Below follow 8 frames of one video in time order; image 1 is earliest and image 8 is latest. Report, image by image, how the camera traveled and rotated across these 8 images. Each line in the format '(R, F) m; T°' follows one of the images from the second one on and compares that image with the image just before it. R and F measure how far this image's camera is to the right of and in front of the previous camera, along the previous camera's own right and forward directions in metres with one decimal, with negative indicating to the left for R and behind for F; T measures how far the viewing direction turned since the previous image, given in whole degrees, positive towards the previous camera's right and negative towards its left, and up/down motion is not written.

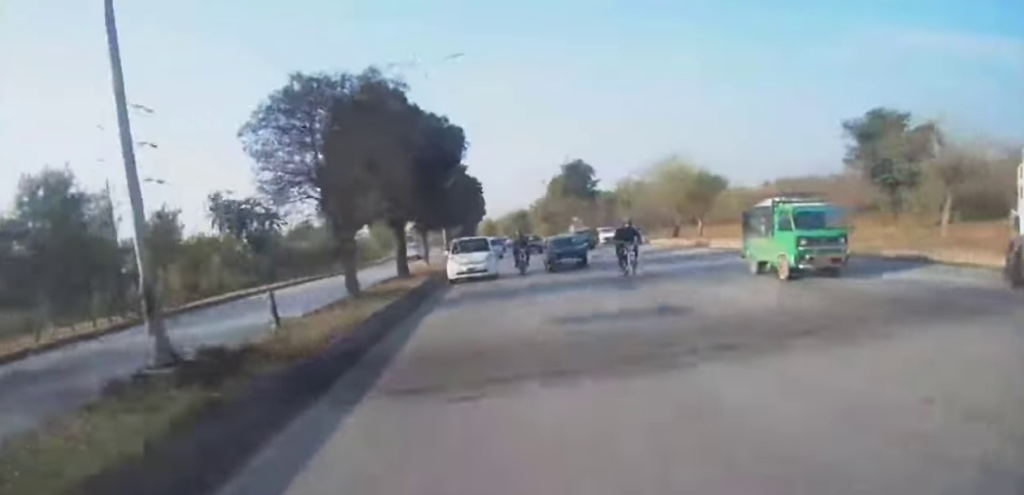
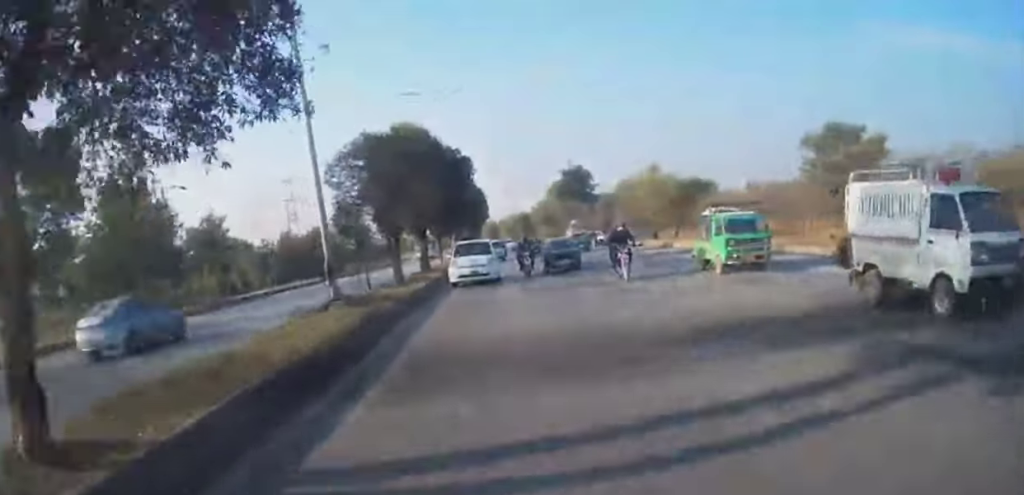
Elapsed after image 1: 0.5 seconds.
(-0.1, +7.7) m; 0°
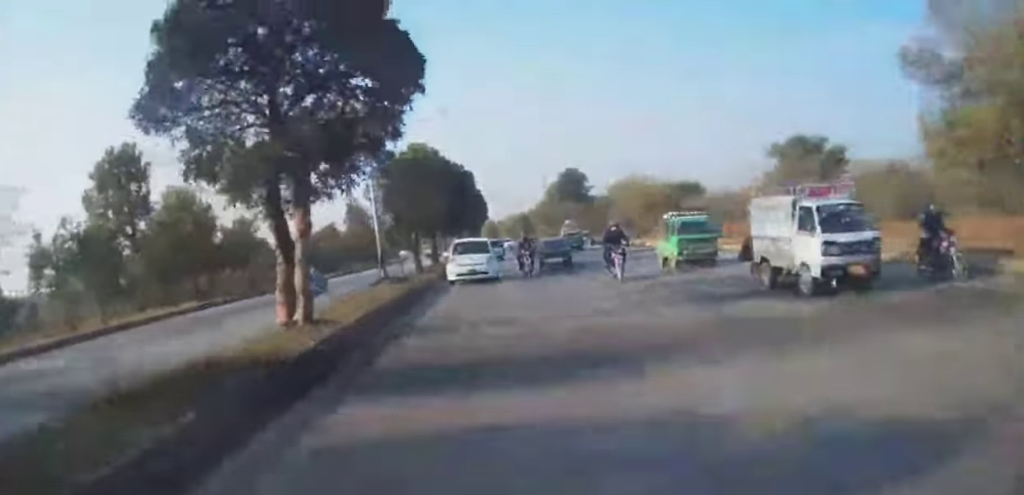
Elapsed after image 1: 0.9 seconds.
(-0.4, +7.1) m; 0°
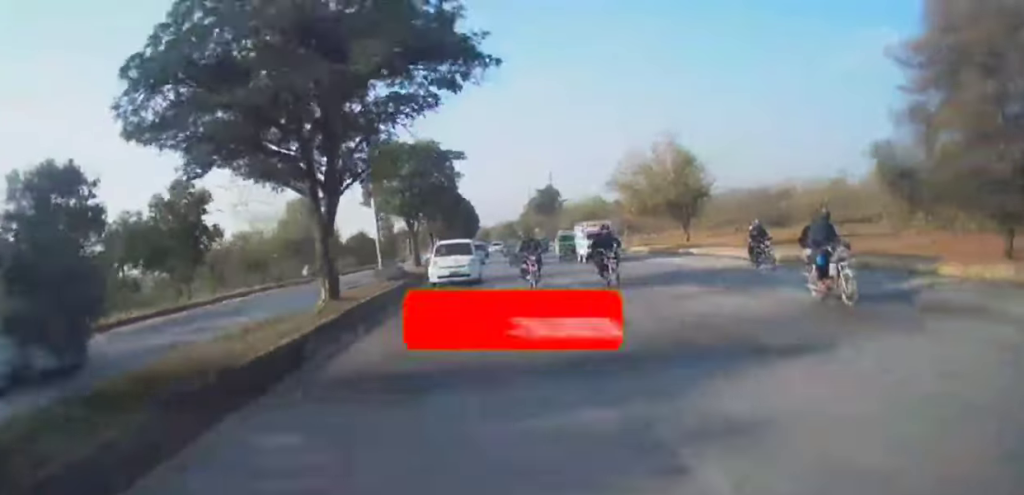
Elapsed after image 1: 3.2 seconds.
(+0.8, +38.0) m; +1°
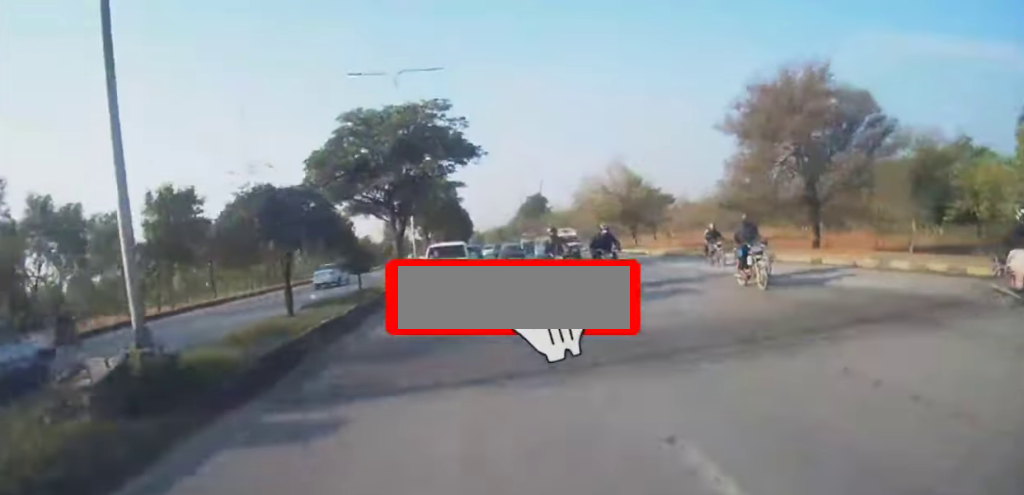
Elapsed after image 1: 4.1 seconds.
(0.0, +15.3) m; +1°
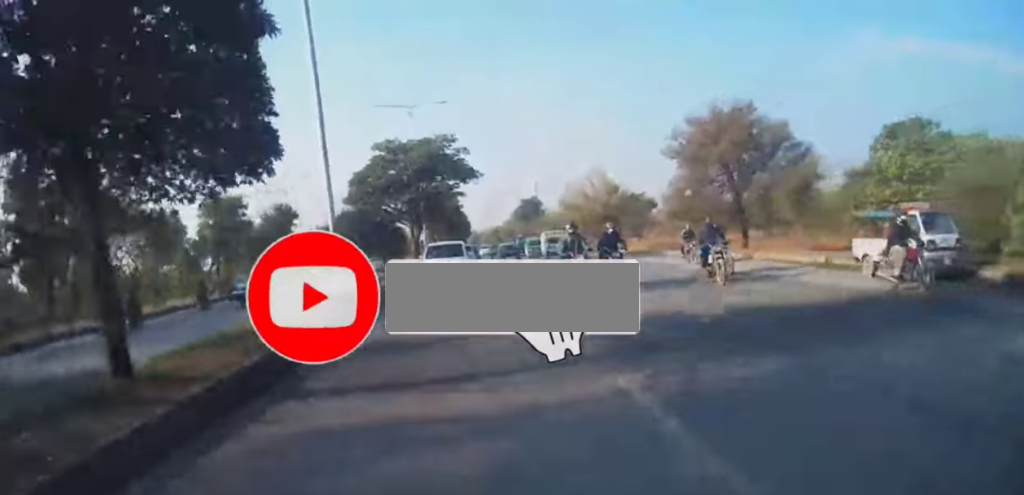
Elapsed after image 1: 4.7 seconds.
(+0.2, +9.9) m; 0°
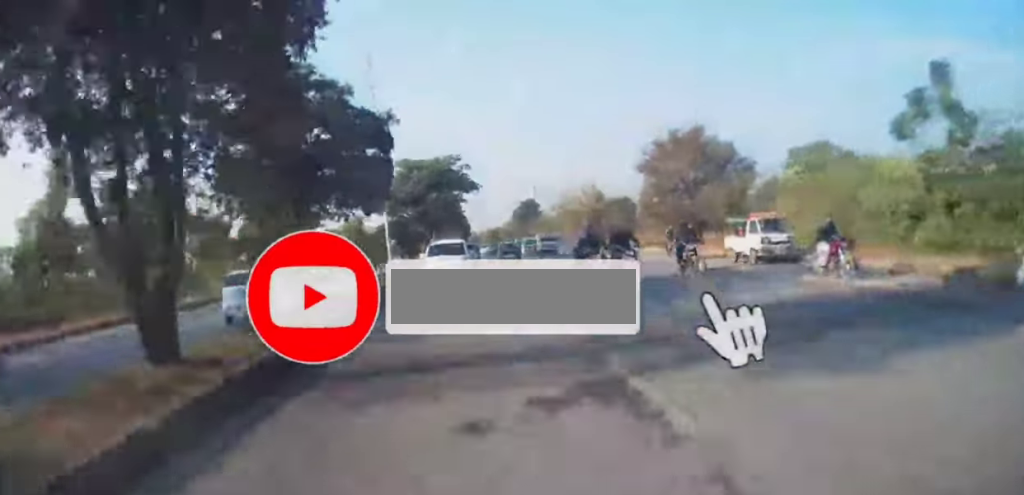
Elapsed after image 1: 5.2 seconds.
(+0.2, +9.4) m; 0°
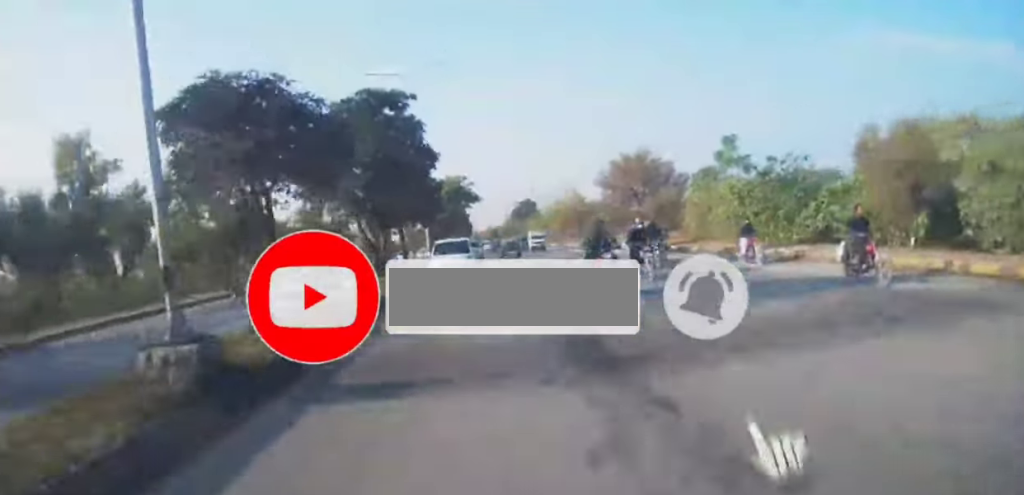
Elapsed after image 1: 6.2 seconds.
(-0.4, +17.4) m; -1°
